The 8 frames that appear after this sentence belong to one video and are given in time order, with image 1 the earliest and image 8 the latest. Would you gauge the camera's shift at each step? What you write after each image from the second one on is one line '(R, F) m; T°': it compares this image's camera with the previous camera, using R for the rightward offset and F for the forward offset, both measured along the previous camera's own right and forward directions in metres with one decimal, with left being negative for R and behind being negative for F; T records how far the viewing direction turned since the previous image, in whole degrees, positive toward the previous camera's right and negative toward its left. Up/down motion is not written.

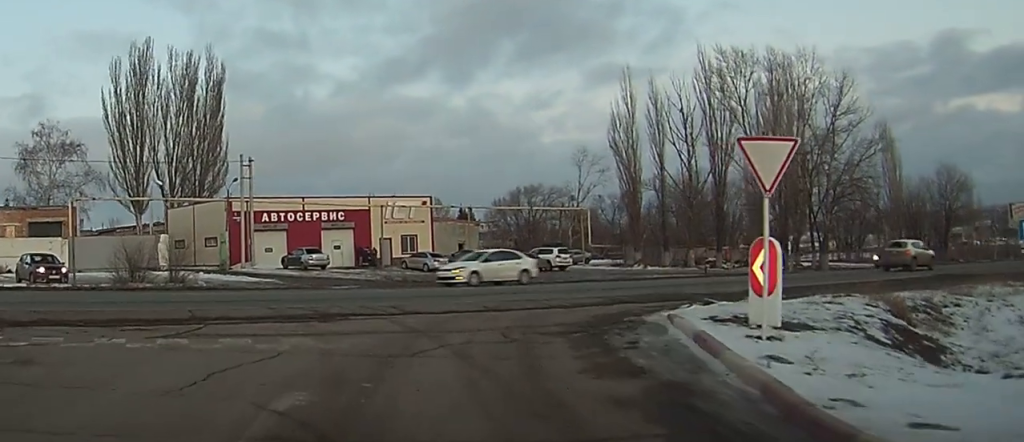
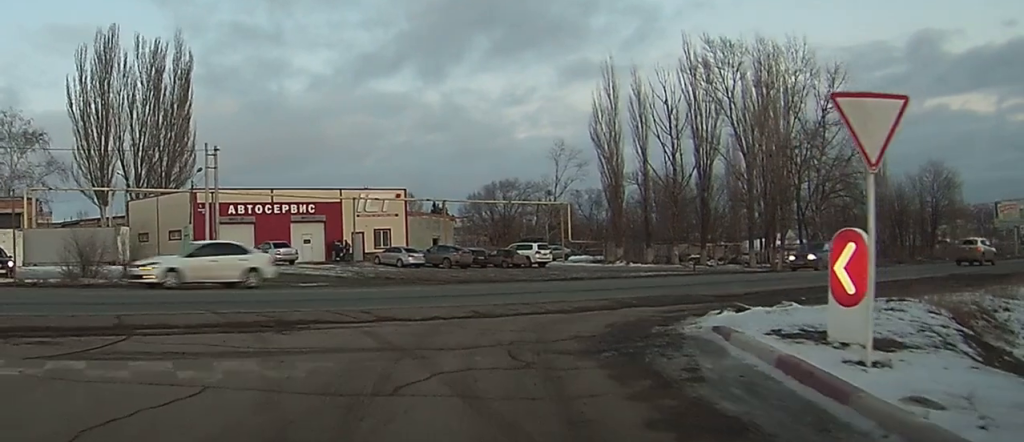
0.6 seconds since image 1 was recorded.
(0.0, +3.1) m; 0°
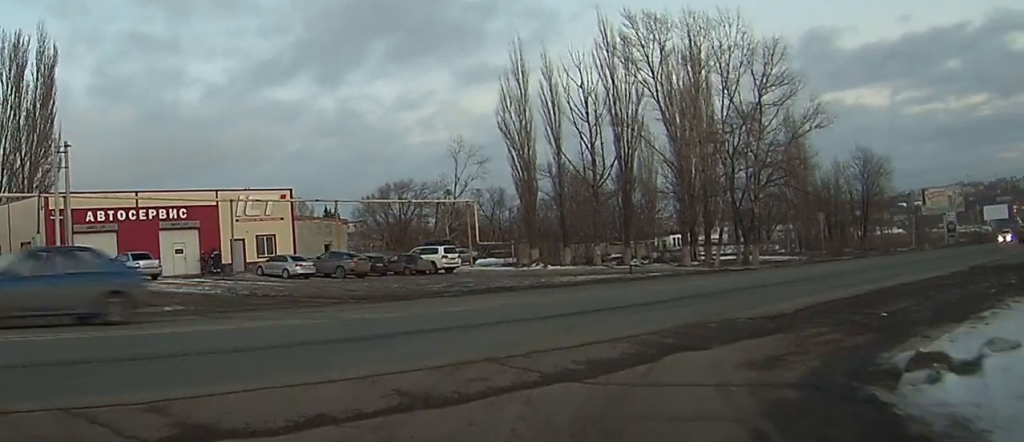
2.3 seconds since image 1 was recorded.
(+0.1, +9.1) m; +2°
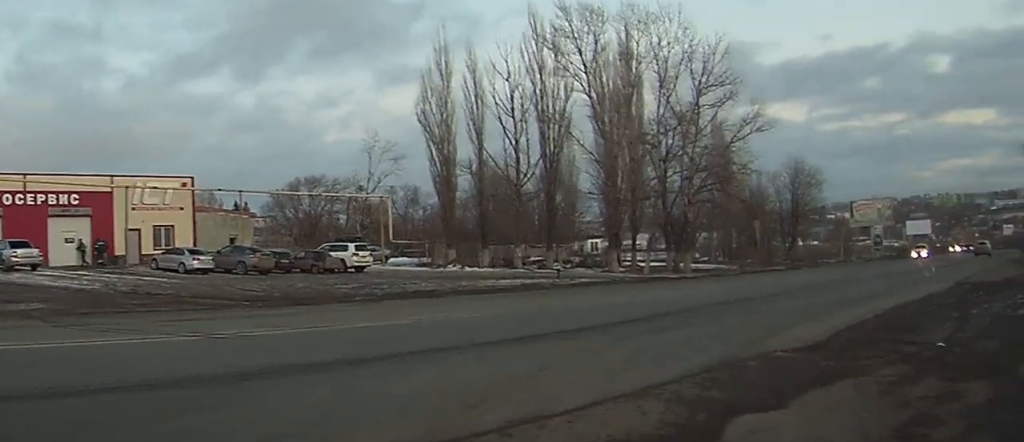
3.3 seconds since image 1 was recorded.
(+0.1, +5.1) m; +8°
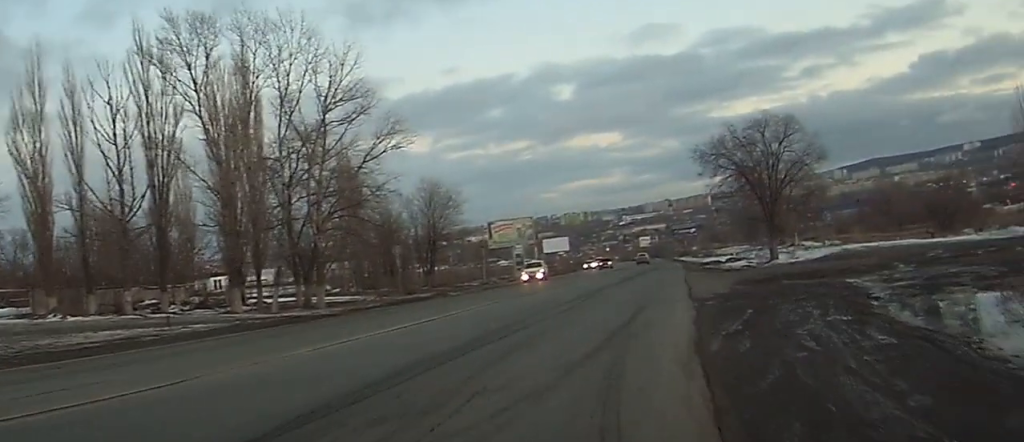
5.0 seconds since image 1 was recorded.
(+1.7, +8.8) m; +18°
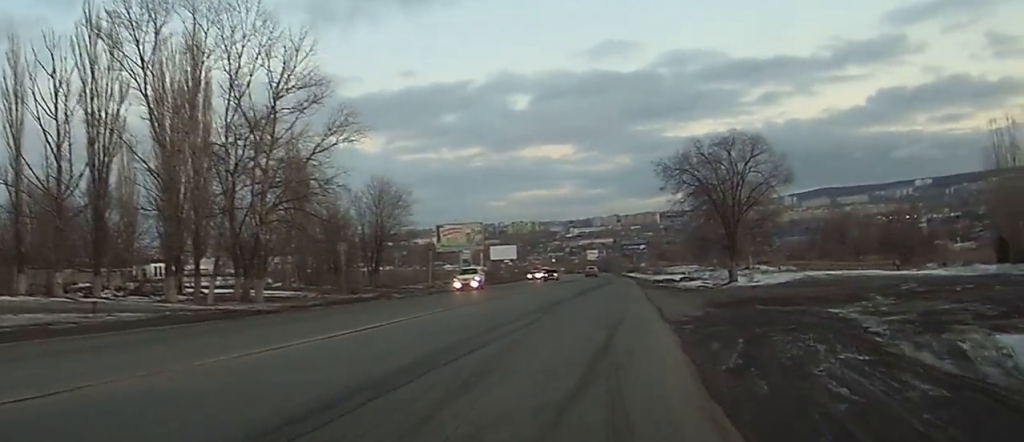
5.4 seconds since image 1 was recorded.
(0.0, +2.5) m; +3°
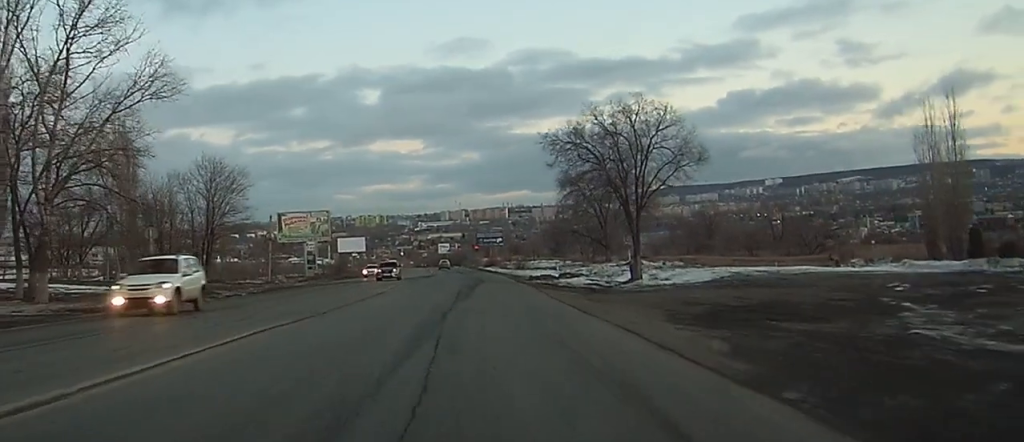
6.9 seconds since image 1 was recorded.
(+1.0, +9.9) m; +14°
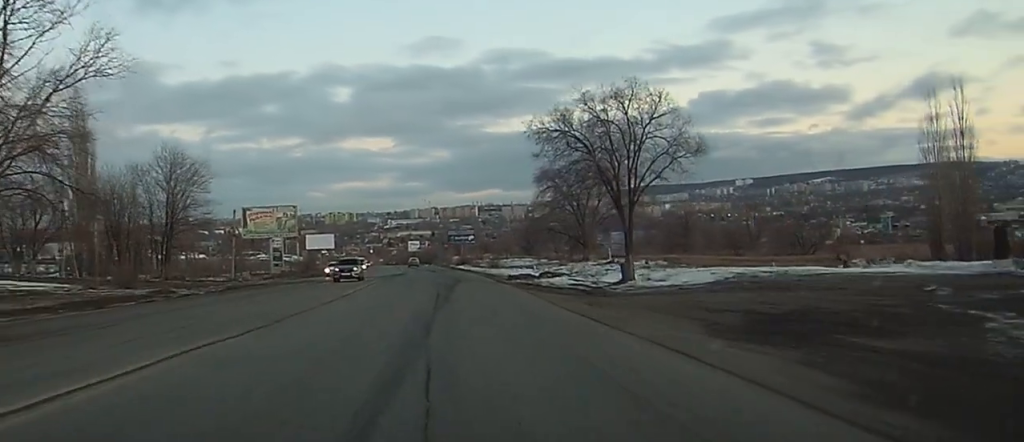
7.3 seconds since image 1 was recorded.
(+0.2, +3.8) m; +2°
